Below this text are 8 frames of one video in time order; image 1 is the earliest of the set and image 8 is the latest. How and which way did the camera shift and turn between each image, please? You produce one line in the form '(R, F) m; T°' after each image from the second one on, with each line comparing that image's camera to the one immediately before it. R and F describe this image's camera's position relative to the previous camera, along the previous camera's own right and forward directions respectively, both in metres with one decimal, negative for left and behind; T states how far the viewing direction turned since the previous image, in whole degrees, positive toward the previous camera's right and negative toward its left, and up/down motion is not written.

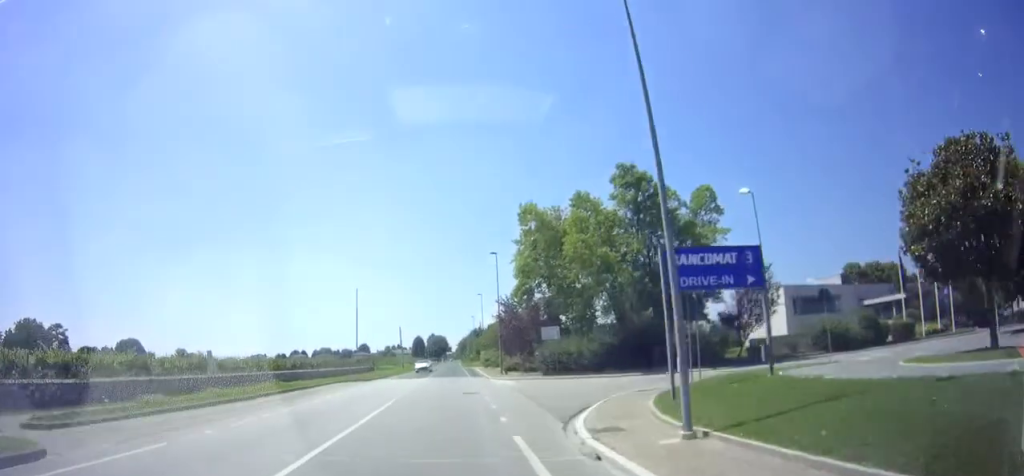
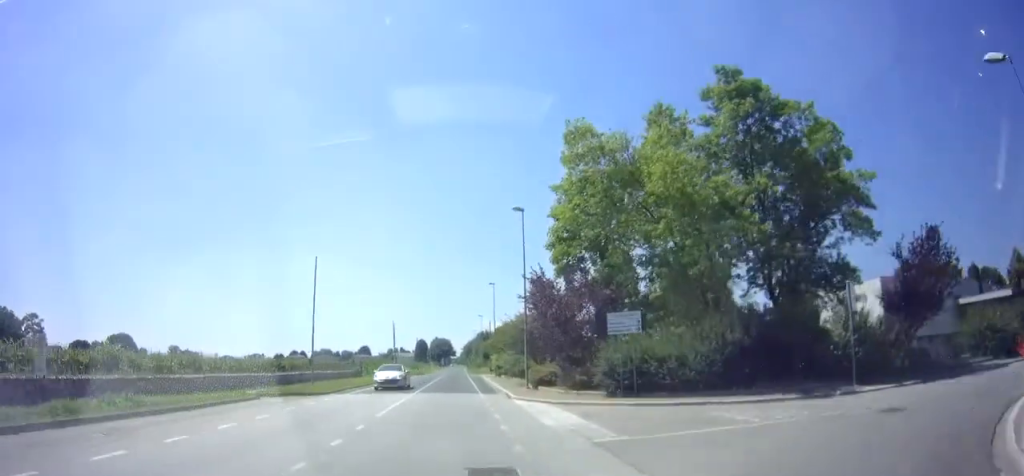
(0.0, +13.1) m; -1°
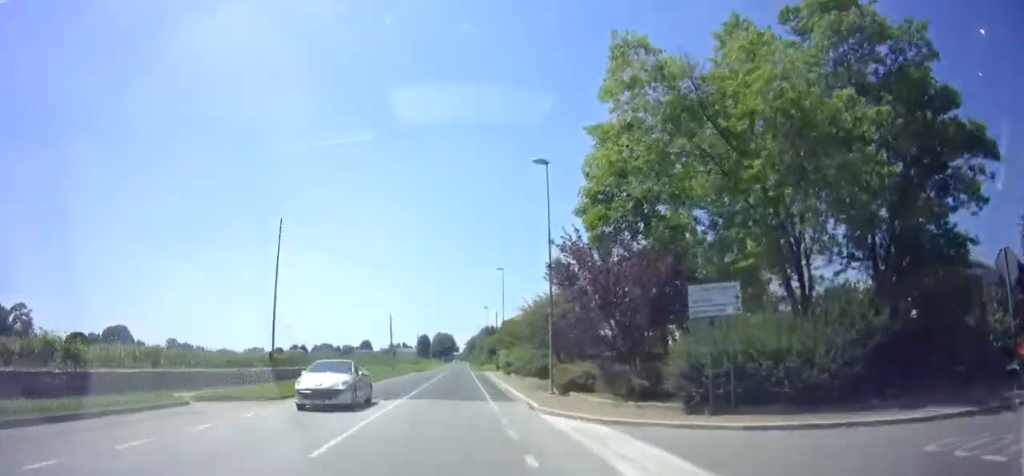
(-0.1, +6.3) m; -1°
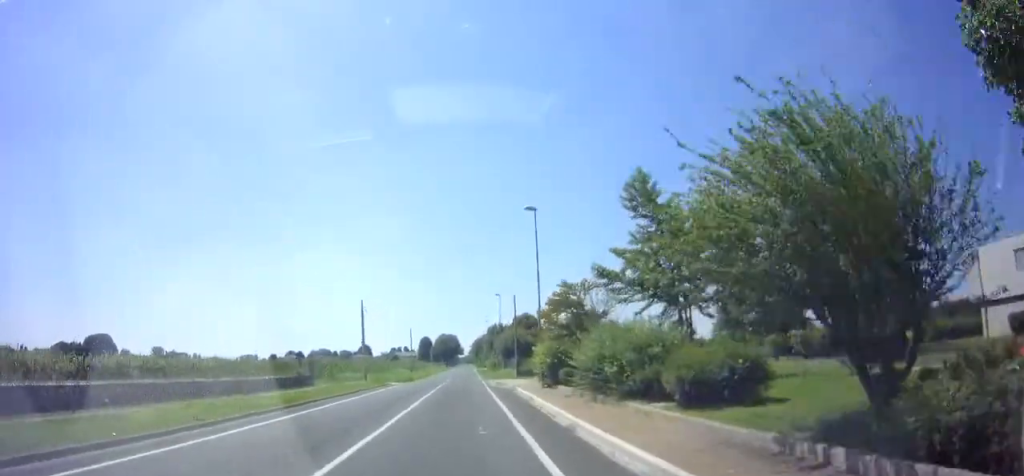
(-0.1, +19.5) m; 0°
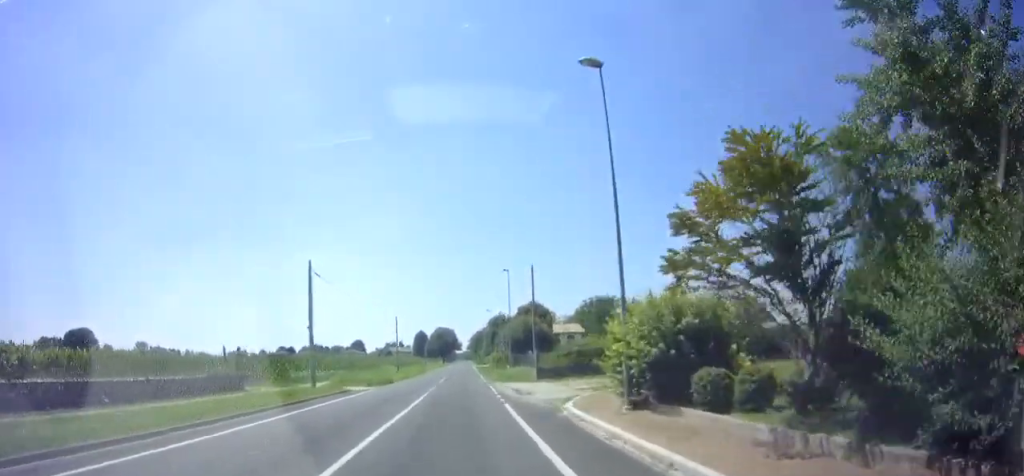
(+0.1, +13.8) m; +1°
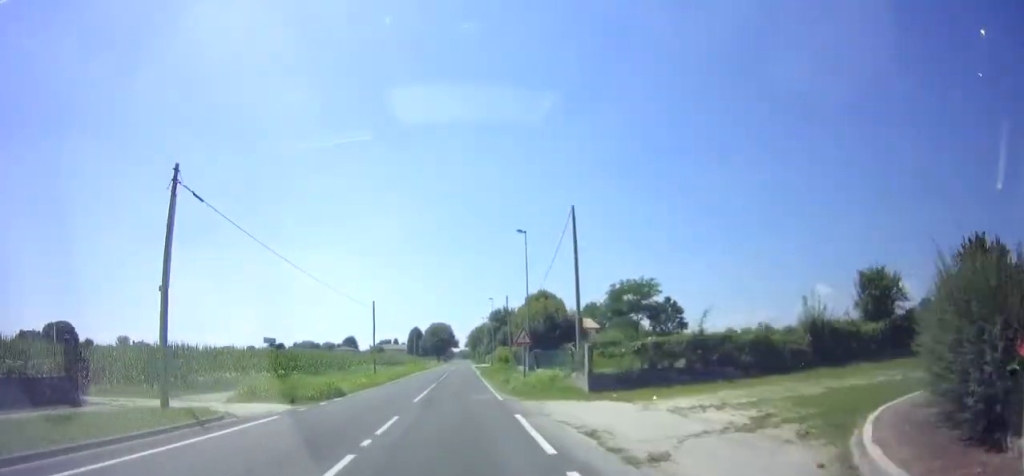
(+0.3, +13.8) m; 0°
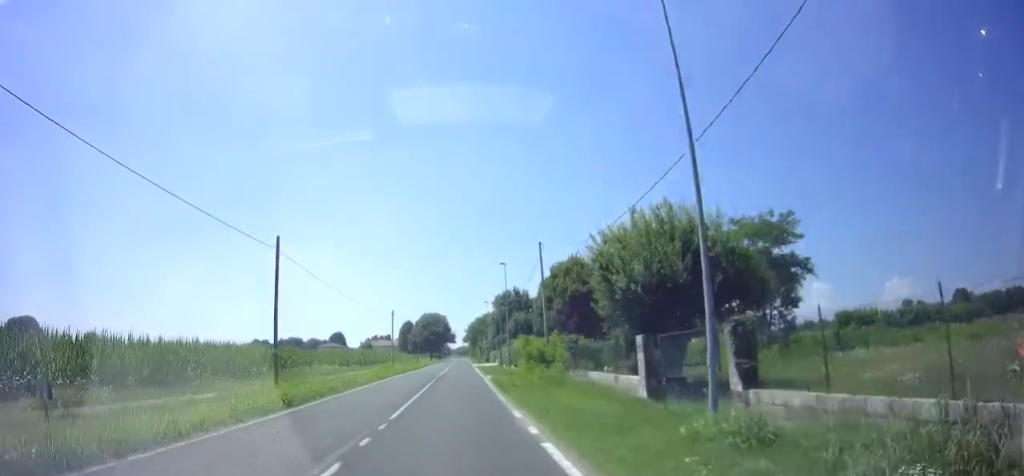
(-0.7, +24.2) m; -2°
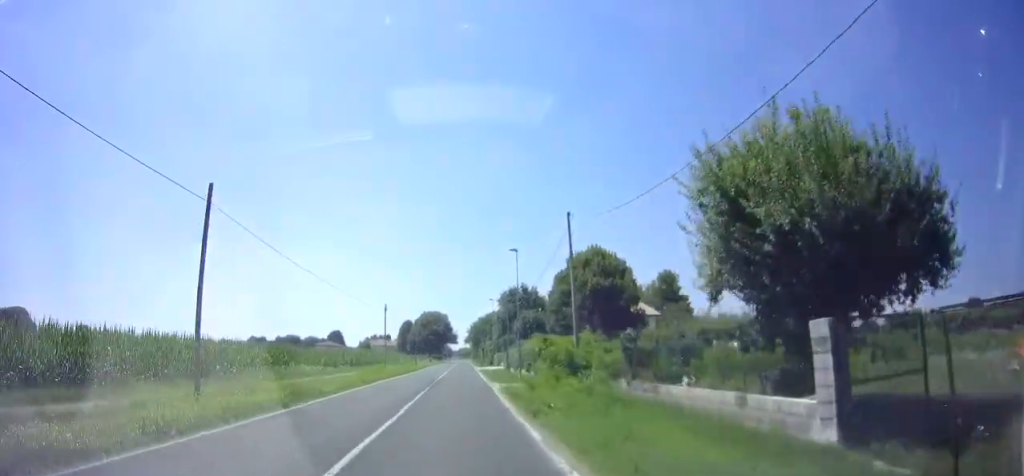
(0.0, +6.9) m; 0°
